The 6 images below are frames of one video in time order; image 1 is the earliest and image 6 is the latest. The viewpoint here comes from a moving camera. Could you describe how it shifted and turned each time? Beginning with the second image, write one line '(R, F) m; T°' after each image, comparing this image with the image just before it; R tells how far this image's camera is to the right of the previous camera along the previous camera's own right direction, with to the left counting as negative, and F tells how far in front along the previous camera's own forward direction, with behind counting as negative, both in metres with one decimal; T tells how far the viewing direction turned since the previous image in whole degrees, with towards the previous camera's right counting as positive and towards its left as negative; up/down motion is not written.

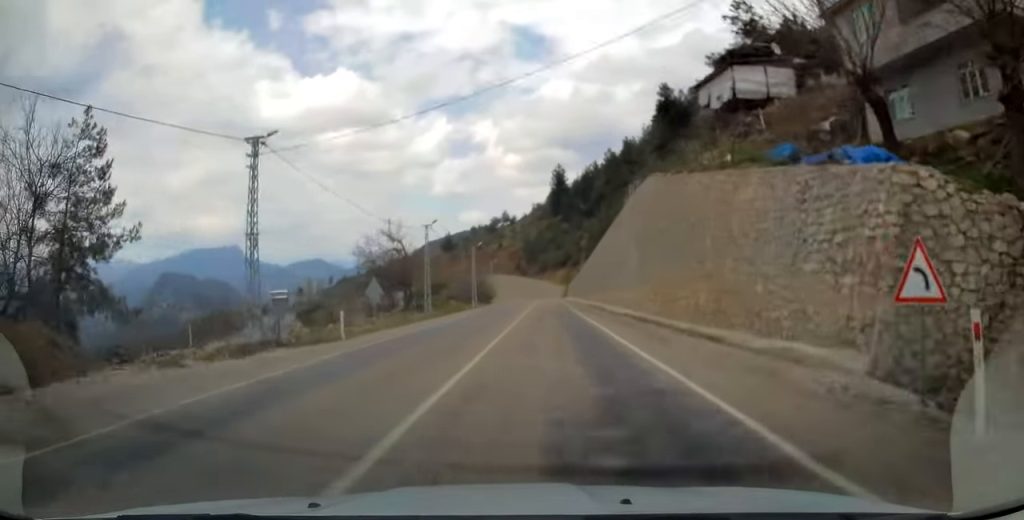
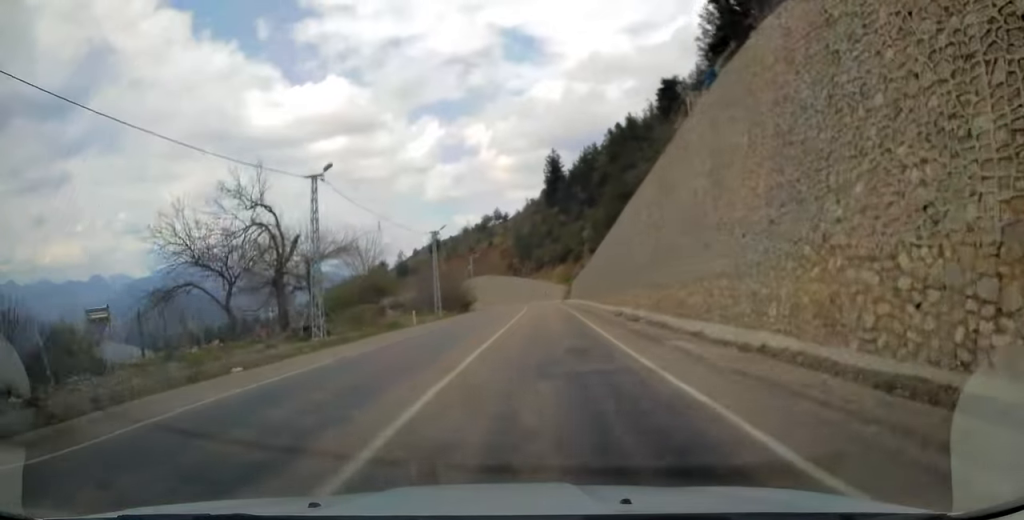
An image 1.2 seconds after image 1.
(-0.1, +26.9) m; 0°
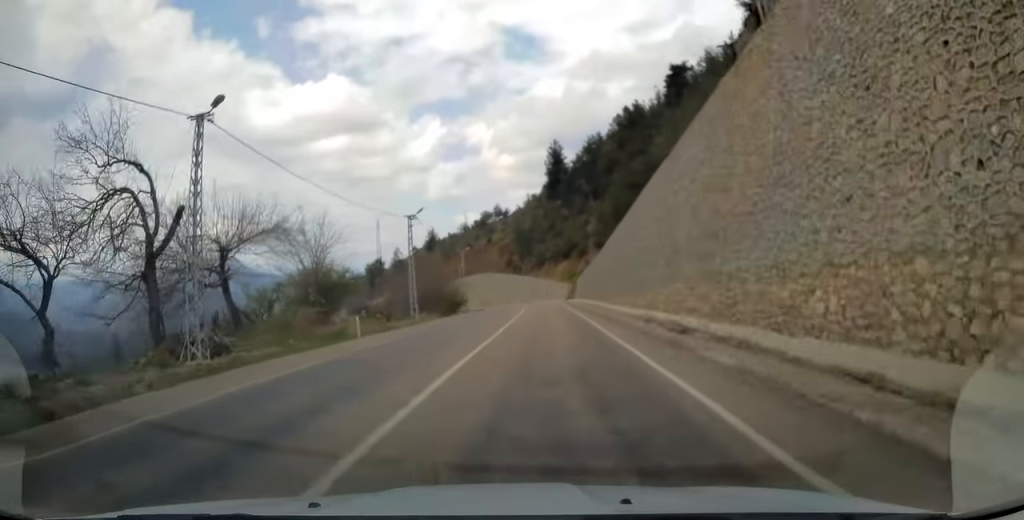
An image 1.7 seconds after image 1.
(0.0, +11.3) m; 0°
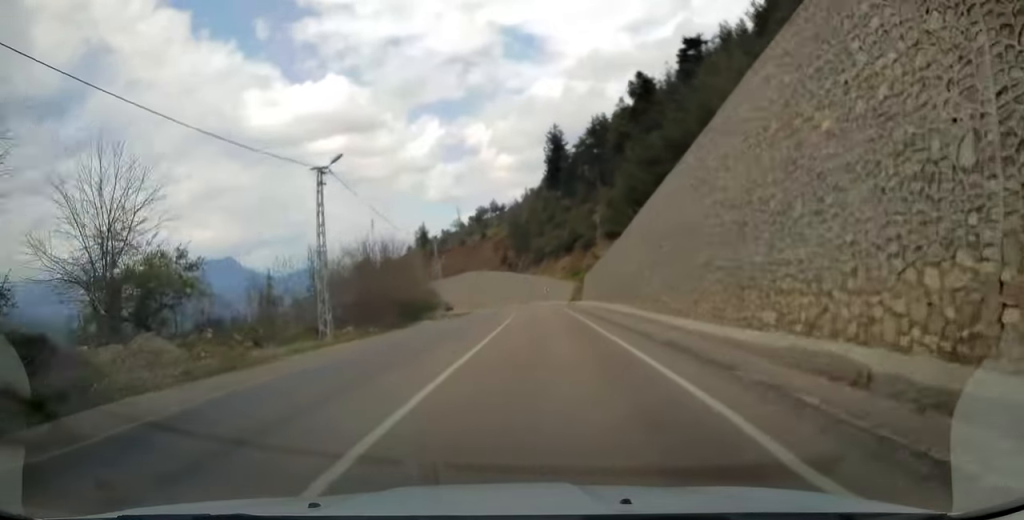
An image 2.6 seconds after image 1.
(+0.1, +19.6) m; 0°
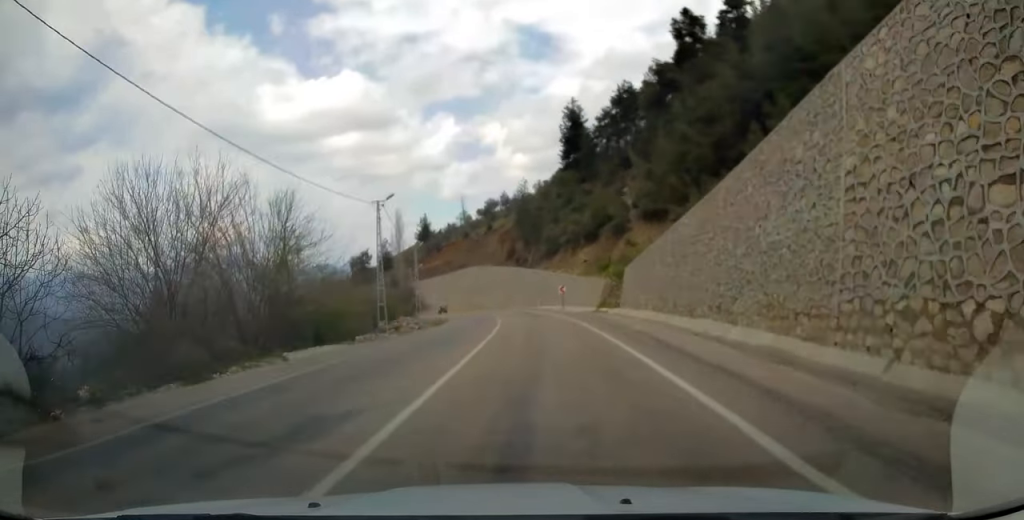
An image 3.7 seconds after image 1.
(-0.3, +25.7) m; -2°
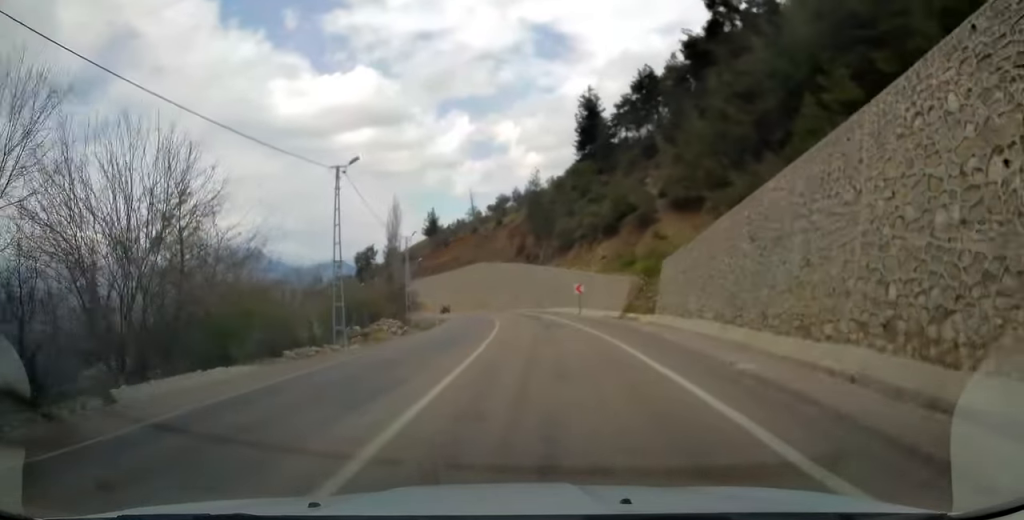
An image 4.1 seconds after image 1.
(-0.2, +9.8) m; -1°
